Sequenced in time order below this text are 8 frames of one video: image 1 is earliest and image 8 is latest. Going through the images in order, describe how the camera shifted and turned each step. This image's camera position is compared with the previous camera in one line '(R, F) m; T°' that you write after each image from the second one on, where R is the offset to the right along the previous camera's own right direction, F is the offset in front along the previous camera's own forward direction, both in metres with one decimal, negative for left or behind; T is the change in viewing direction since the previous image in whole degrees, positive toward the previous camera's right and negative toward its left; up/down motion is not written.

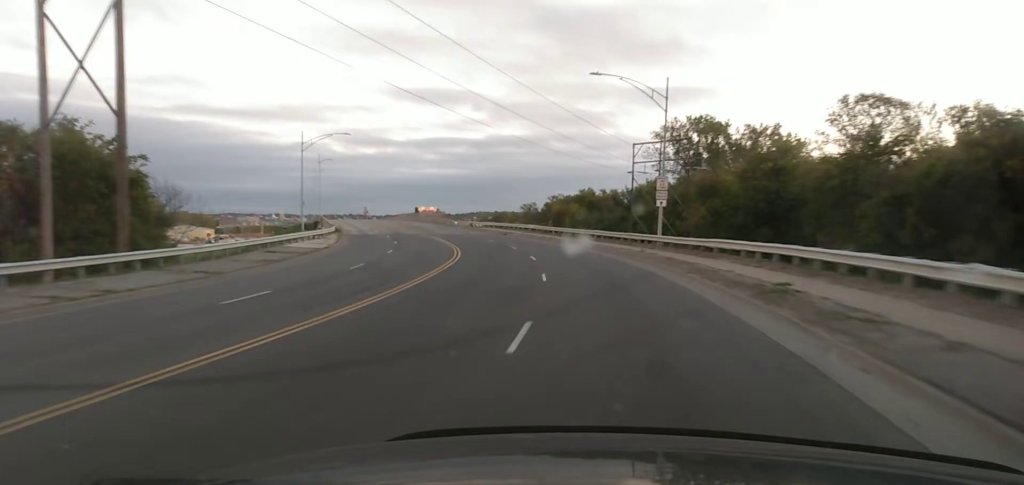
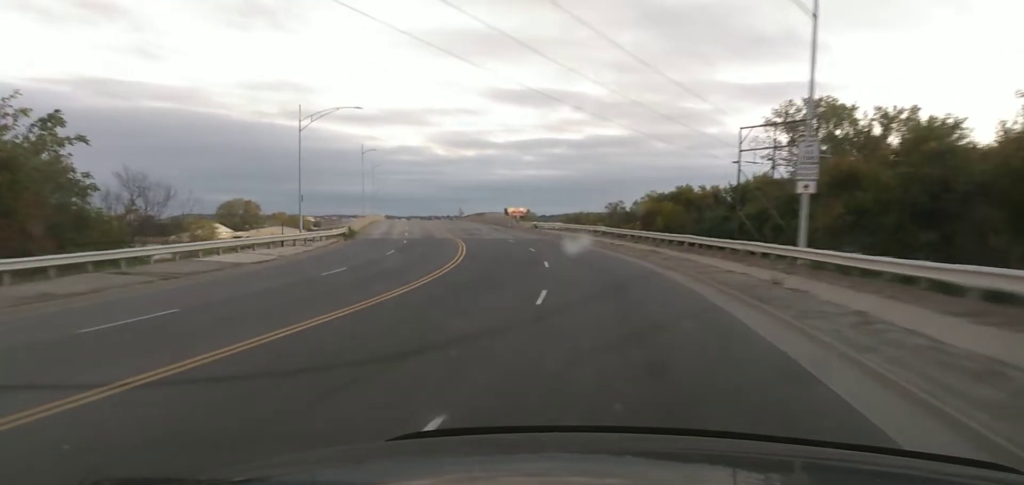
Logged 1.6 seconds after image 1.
(-1.4, +18.8) m; -8°
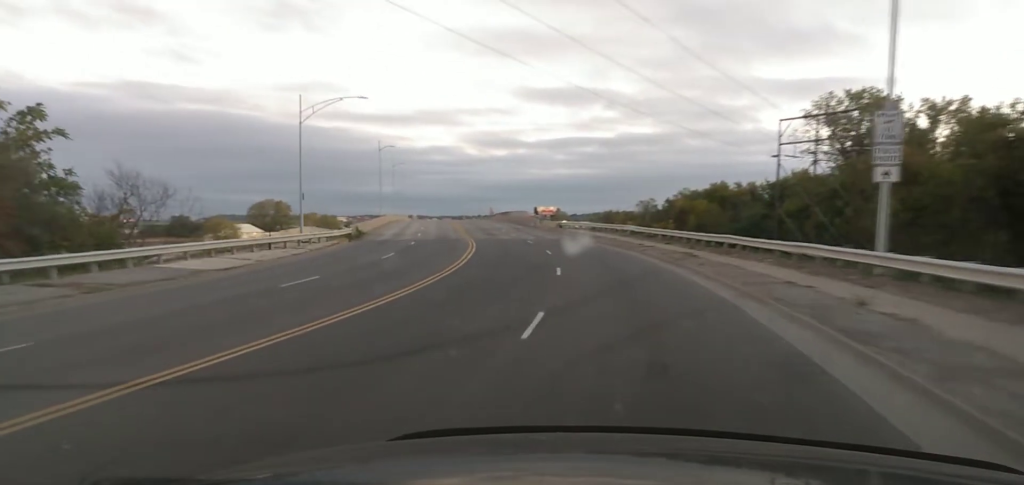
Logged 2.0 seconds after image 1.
(0.0, +5.3) m; -2°
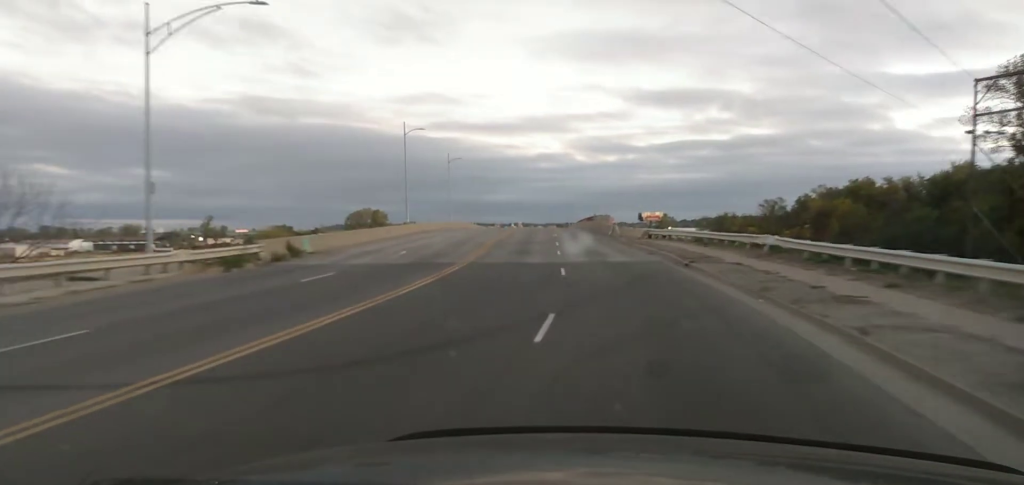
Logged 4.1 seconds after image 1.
(-3.2, +27.0) m; -11°
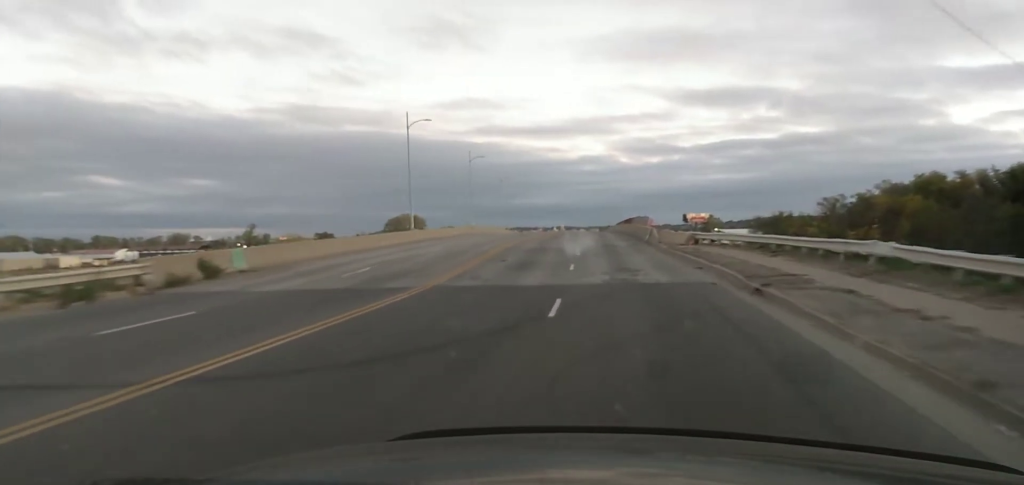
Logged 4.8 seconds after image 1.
(0.0, +9.5) m; 0°
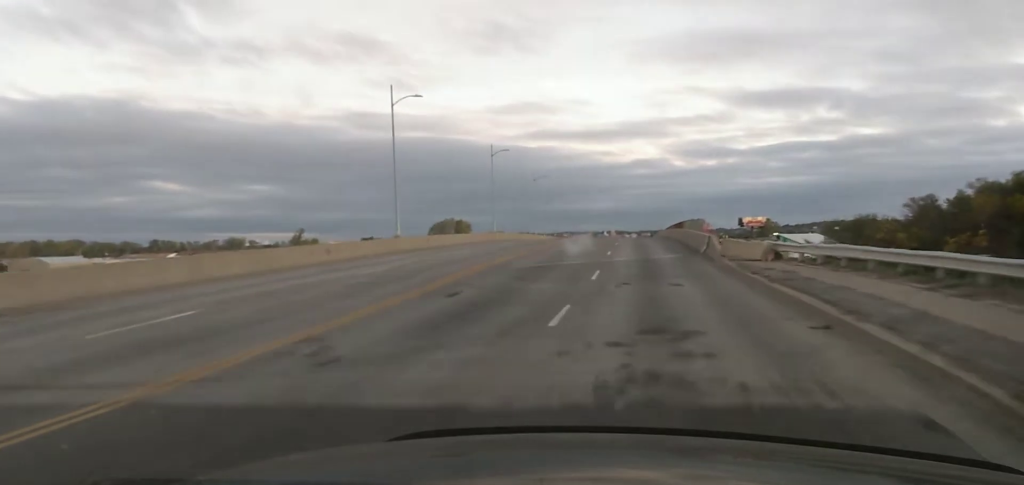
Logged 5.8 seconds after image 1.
(-0.1, +14.0) m; -2°
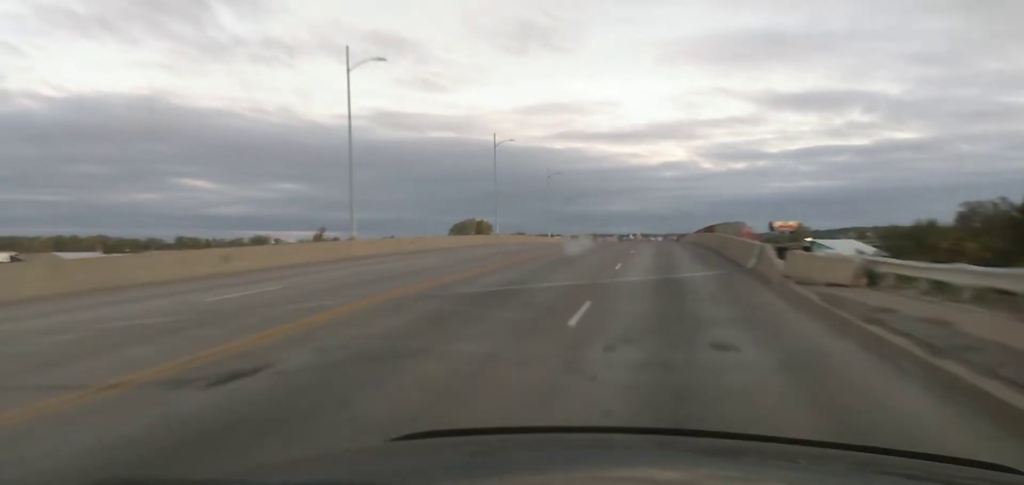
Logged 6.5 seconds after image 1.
(-0.3, +9.8) m; -2°
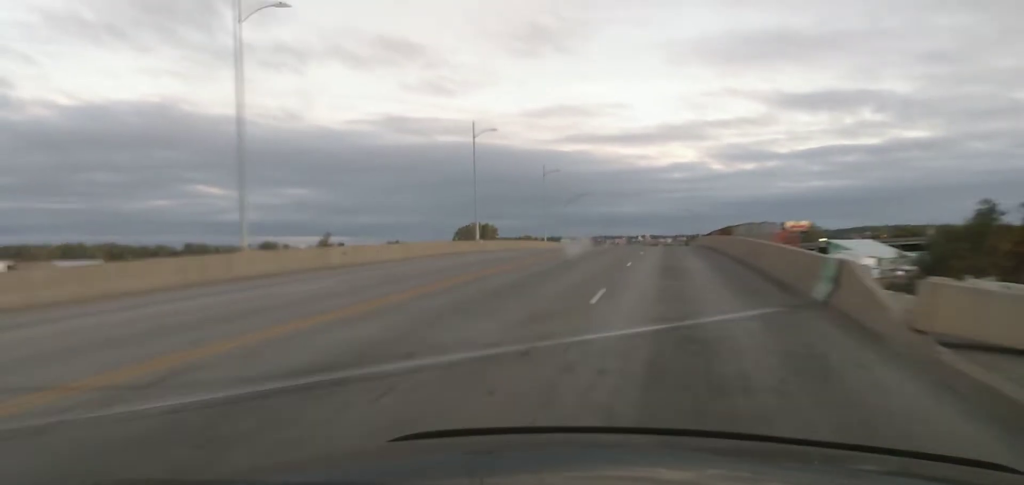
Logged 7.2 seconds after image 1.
(-0.2, +10.3) m; -1°
